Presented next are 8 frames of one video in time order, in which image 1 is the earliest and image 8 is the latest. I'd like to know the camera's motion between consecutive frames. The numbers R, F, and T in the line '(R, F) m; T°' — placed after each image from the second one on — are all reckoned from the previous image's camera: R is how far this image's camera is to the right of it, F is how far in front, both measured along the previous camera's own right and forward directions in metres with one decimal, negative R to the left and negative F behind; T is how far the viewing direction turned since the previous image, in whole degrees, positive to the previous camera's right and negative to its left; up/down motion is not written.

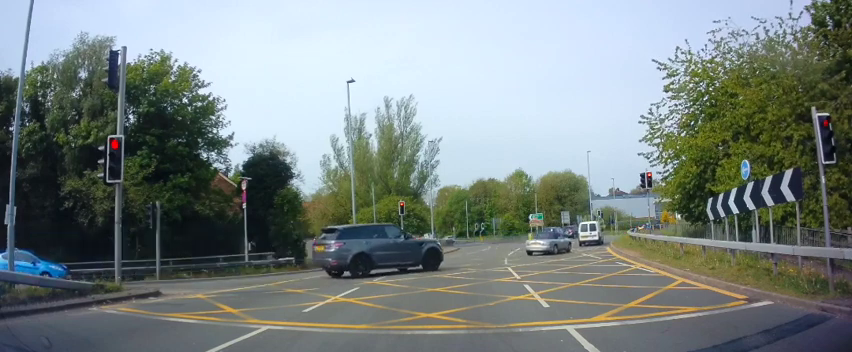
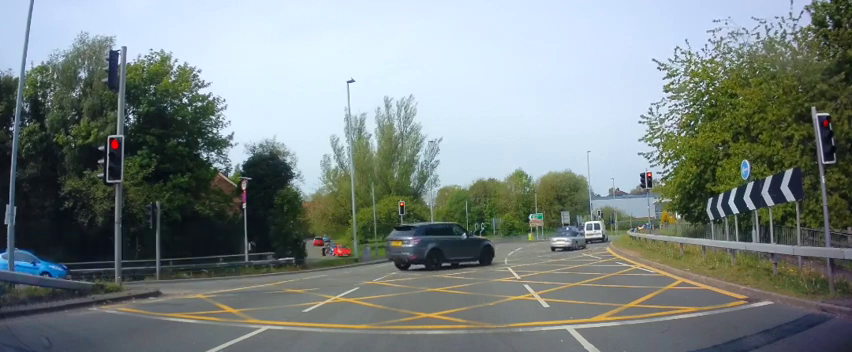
(0.0, 0.0) m; 0°
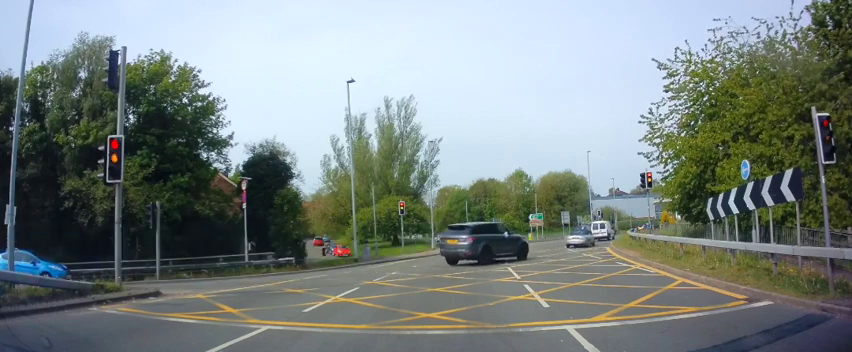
(0.0, 0.0) m; 0°
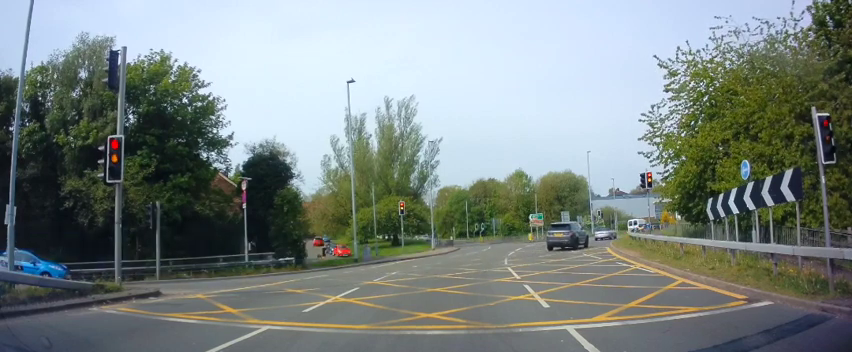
(0.0, 0.0) m; 0°
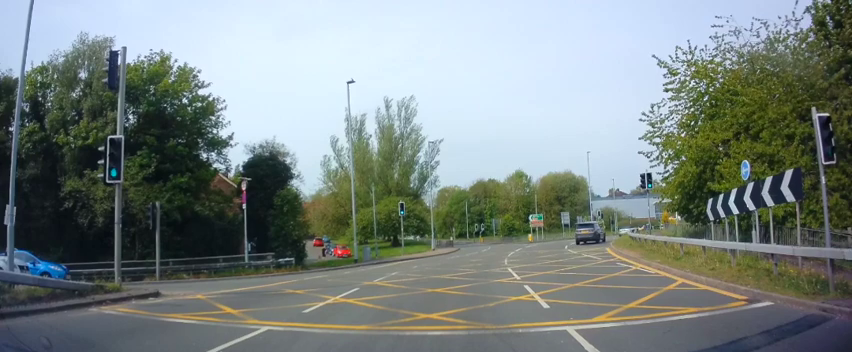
(0.0, 0.0) m; 0°
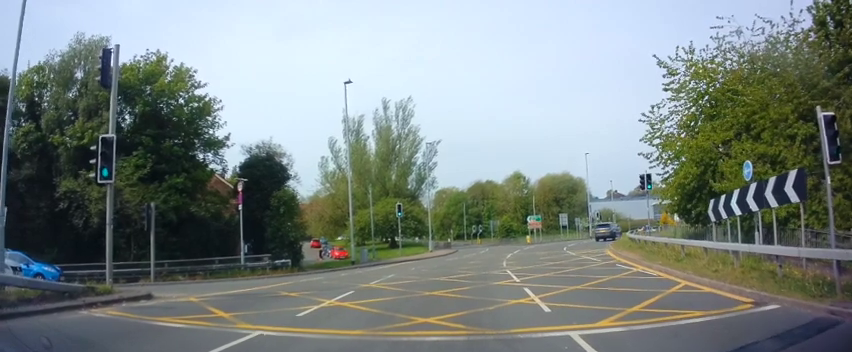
(-0.1, +0.2) m; 0°
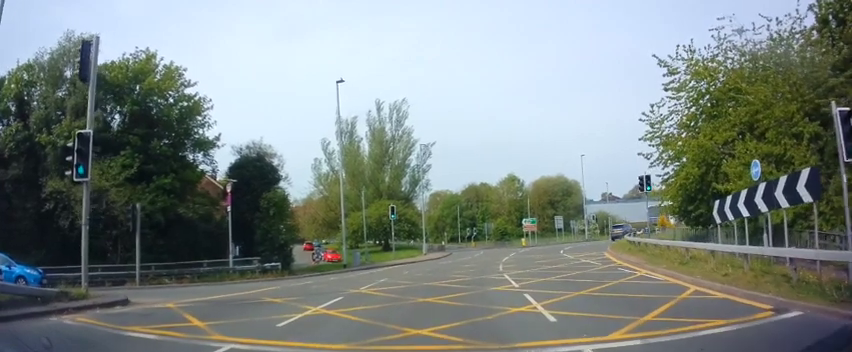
(-0.2, +0.6) m; 0°
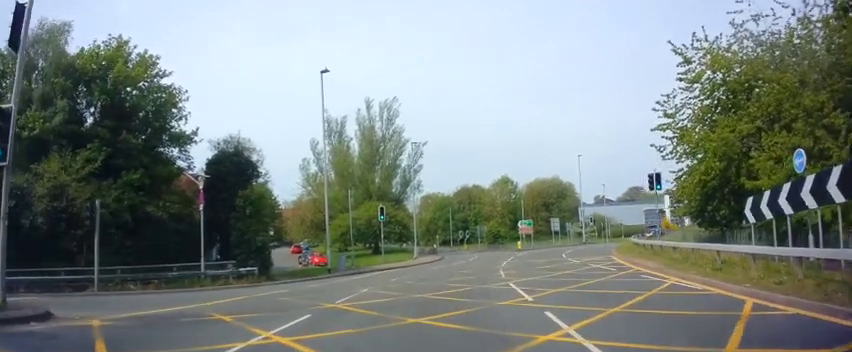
(-0.1, +2.0) m; +1°
